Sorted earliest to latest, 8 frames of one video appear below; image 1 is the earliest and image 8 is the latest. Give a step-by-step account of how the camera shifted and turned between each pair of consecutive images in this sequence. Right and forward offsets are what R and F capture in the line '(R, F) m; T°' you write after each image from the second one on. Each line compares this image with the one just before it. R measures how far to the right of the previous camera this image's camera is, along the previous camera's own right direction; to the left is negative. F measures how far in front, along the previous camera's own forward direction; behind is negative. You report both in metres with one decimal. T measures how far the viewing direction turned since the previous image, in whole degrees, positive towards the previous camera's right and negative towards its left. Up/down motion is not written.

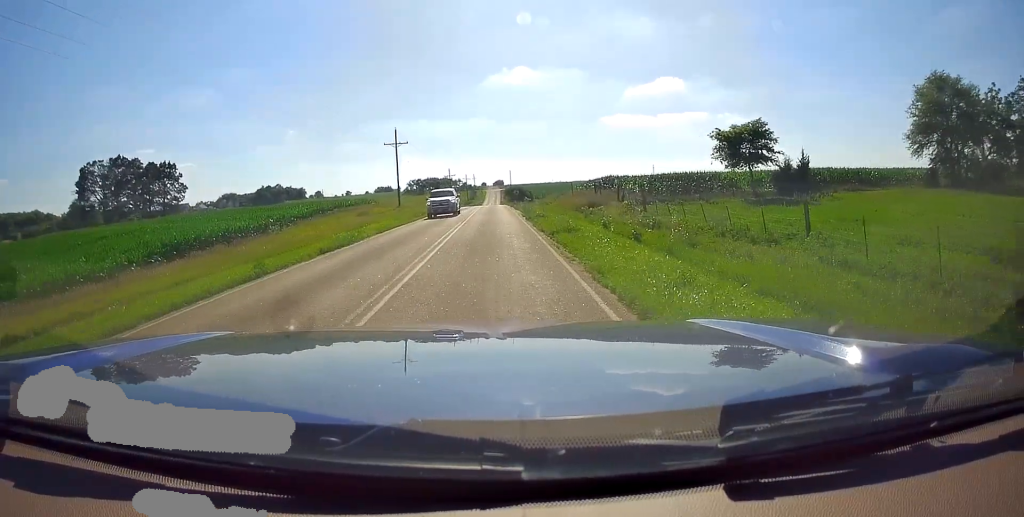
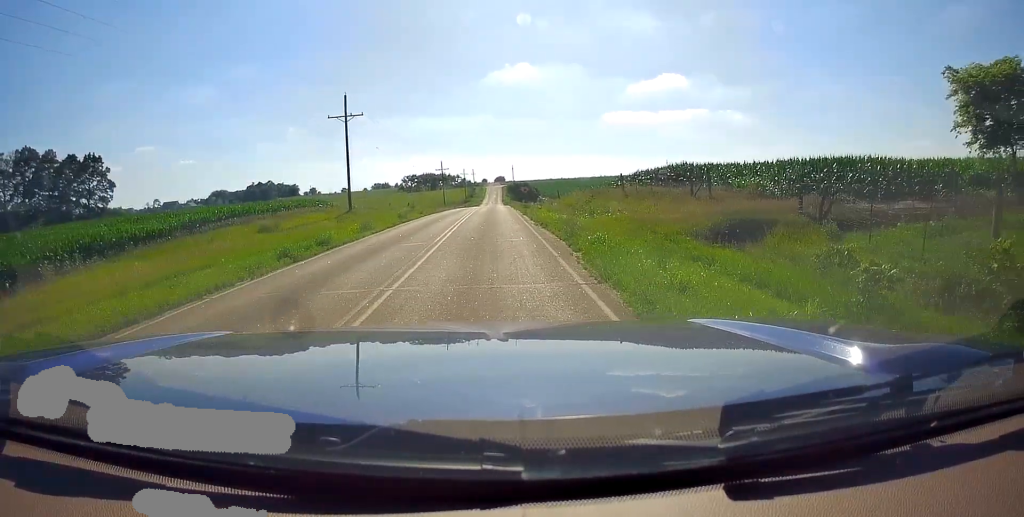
(0.0, +25.2) m; 0°
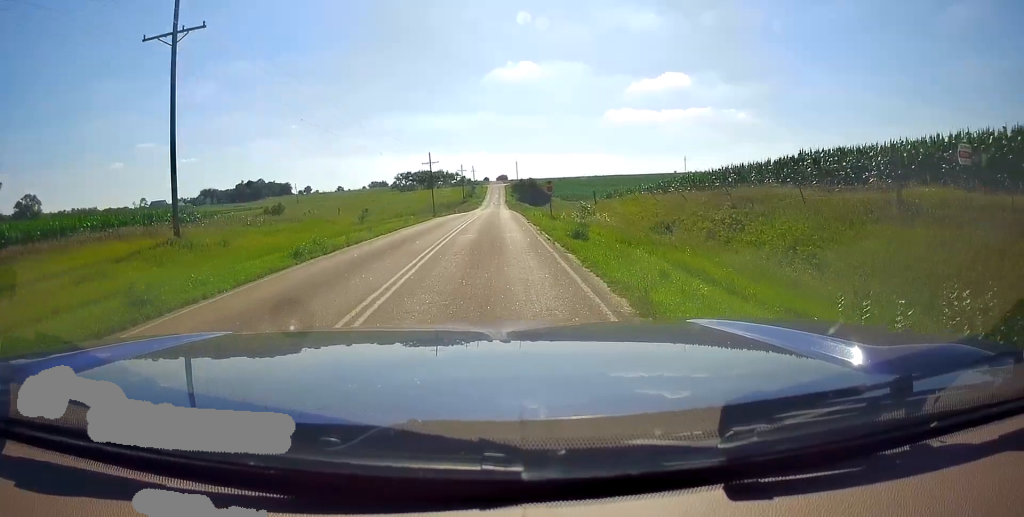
(0.0, +27.9) m; 0°
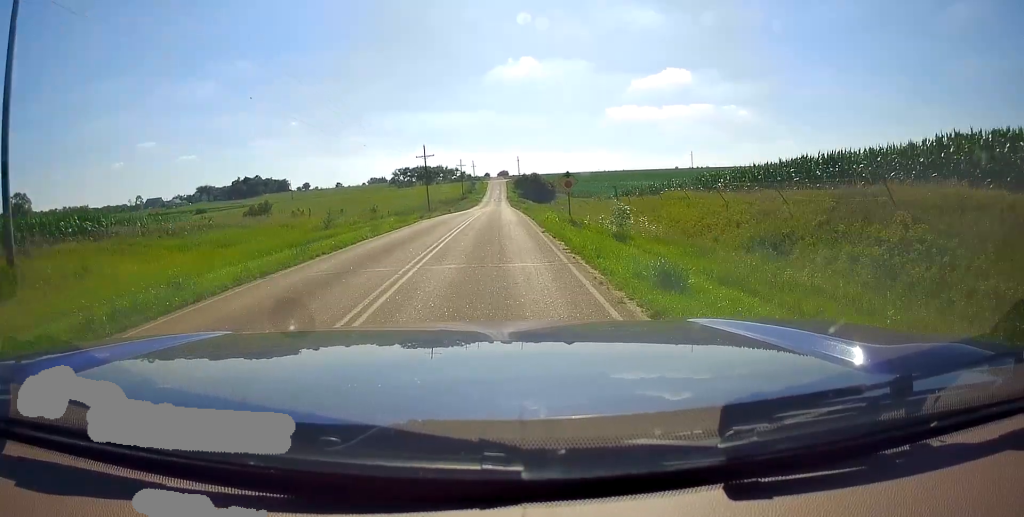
(0.0, +9.1) m; 0°
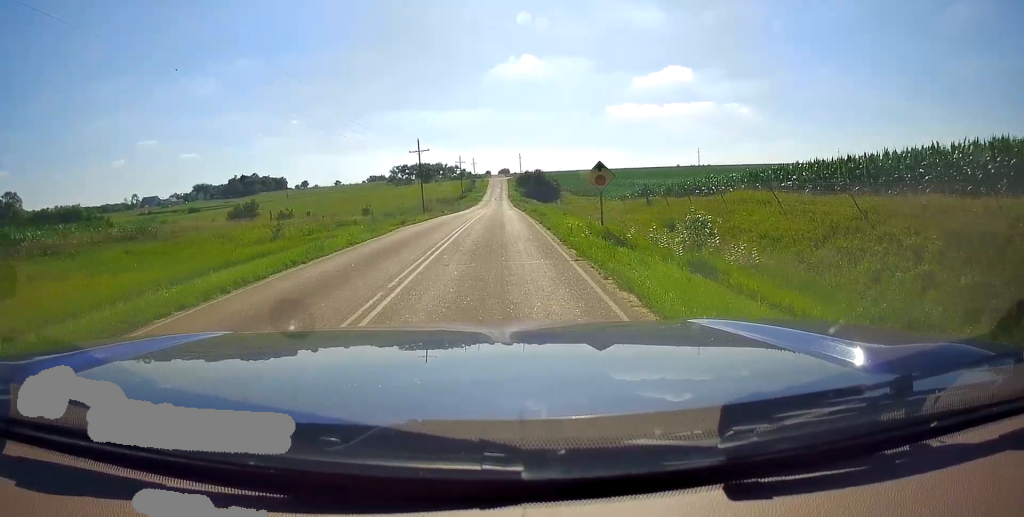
(0.0, +8.5) m; 0°
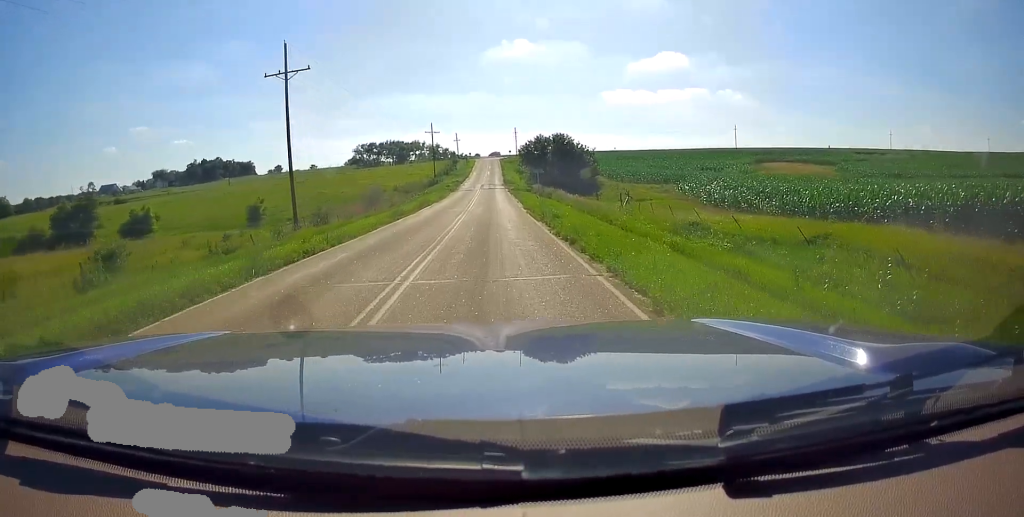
(-0.7, +54.6) m; 0°
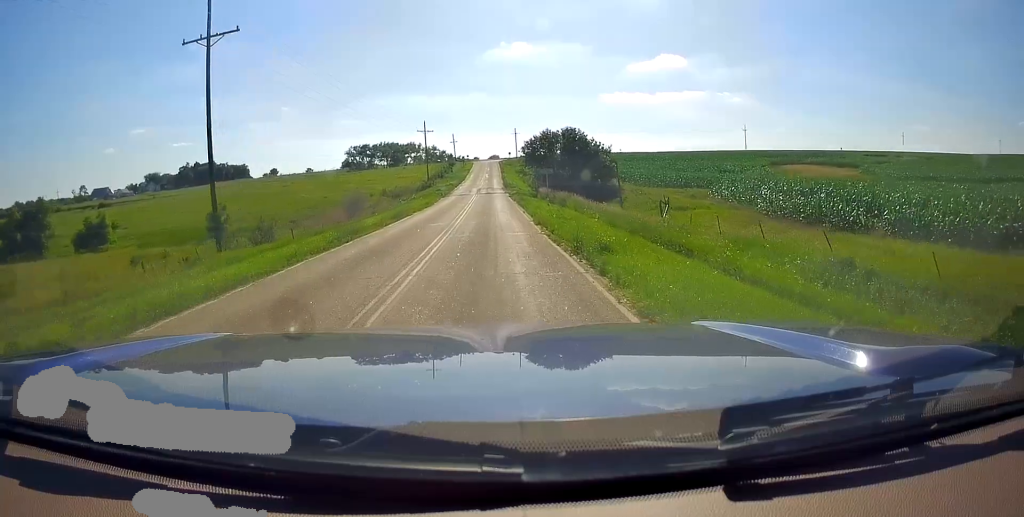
(0.0, +10.5) m; 0°
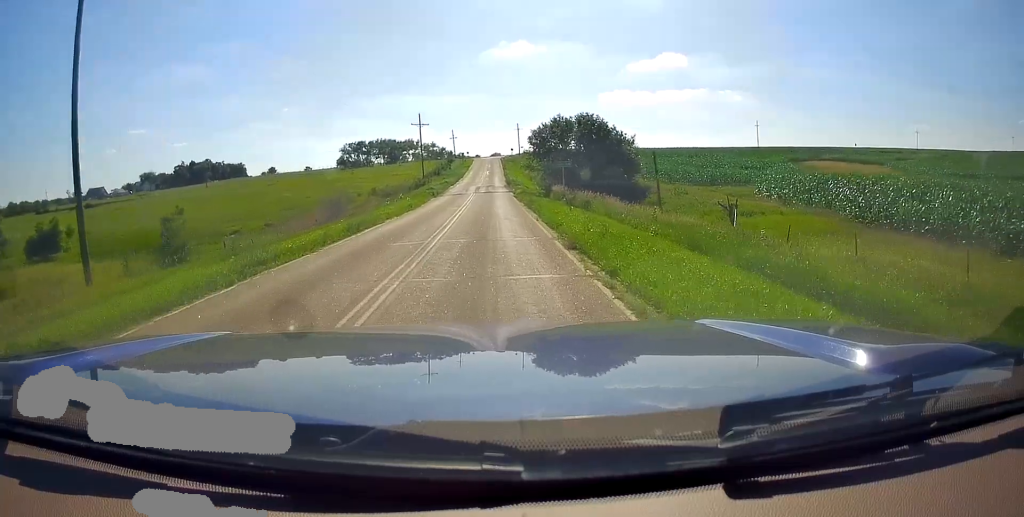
(0.0, +9.8) m; 0°
